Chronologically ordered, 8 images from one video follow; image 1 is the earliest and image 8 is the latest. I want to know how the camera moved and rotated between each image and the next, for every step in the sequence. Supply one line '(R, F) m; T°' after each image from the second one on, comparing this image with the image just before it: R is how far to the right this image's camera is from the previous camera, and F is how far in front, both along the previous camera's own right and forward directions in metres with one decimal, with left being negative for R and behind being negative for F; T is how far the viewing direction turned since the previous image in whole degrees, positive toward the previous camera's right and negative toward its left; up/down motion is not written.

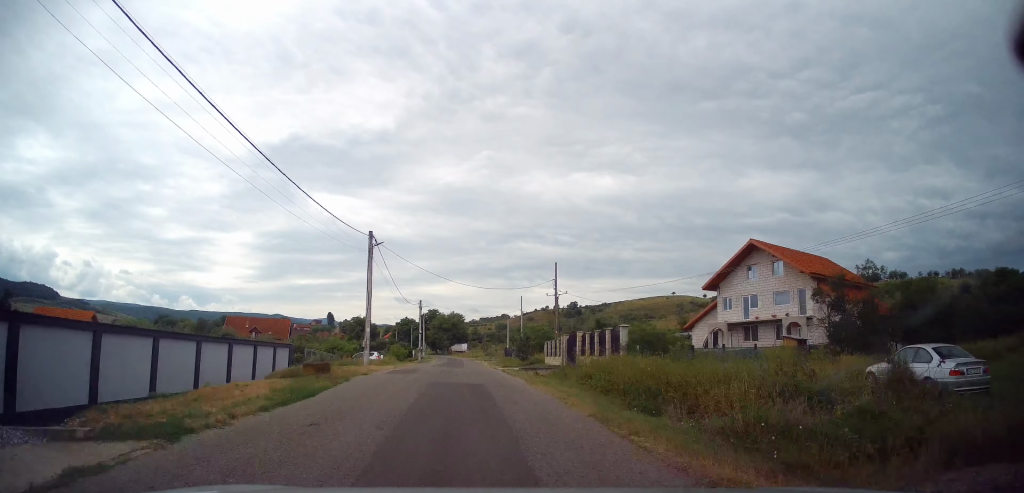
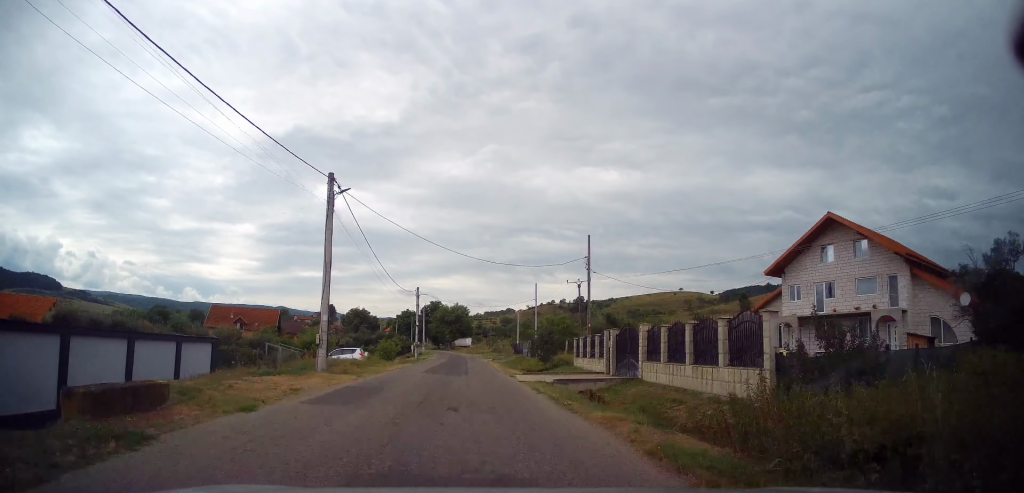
(0.0, +8.5) m; 0°
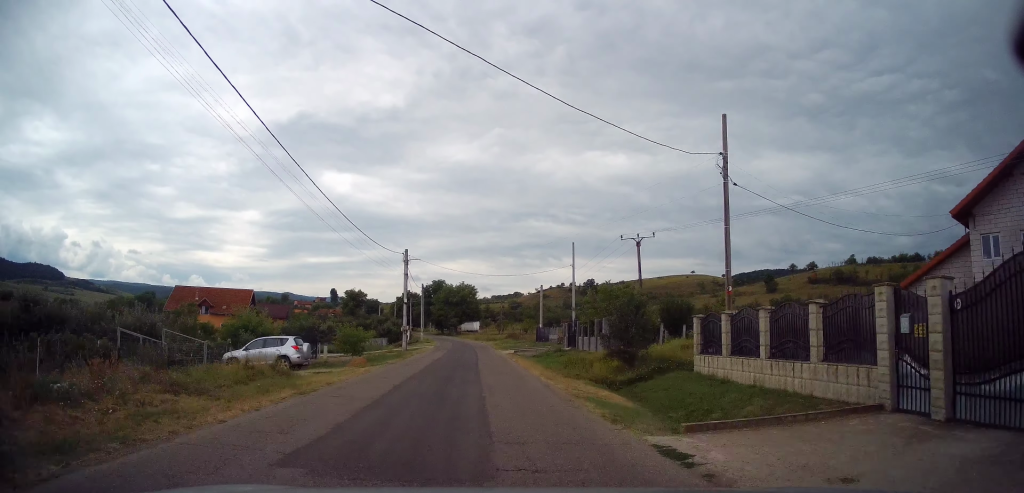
(0.0, +13.2) m; -1°
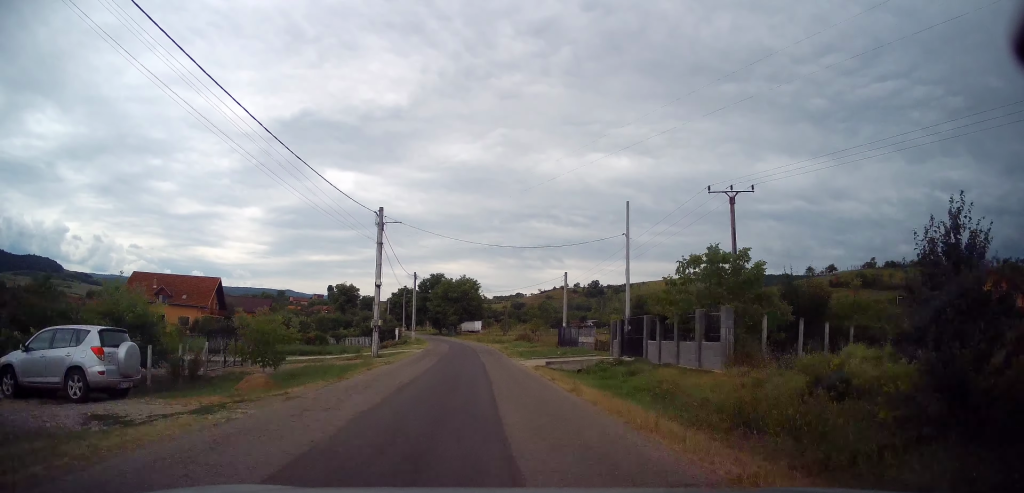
(-0.2, +10.7) m; -2°
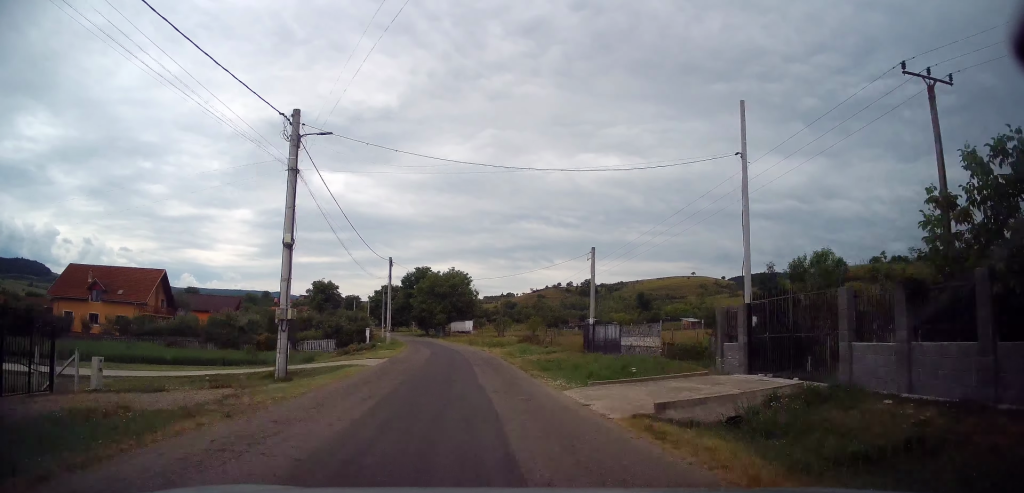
(-0.1, +12.2) m; 0°
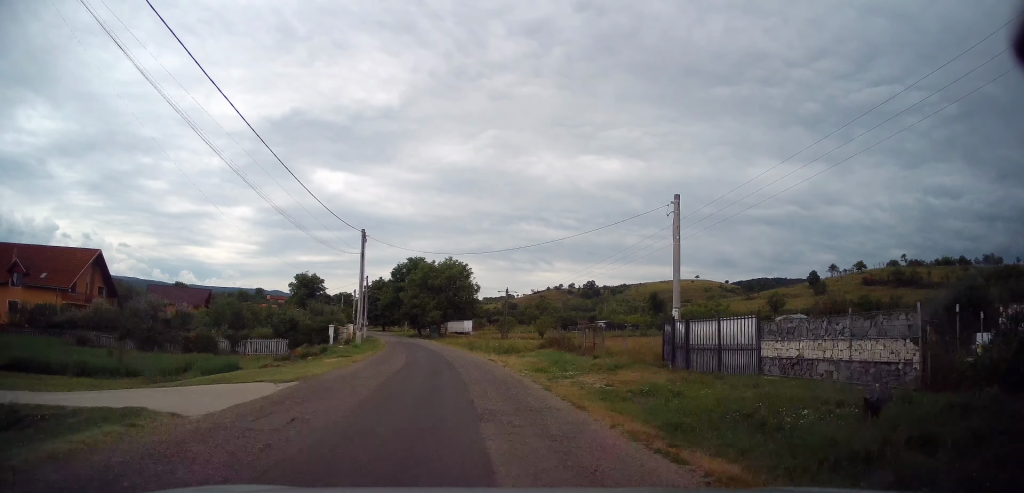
(+0.2, +14.7) m; 0°
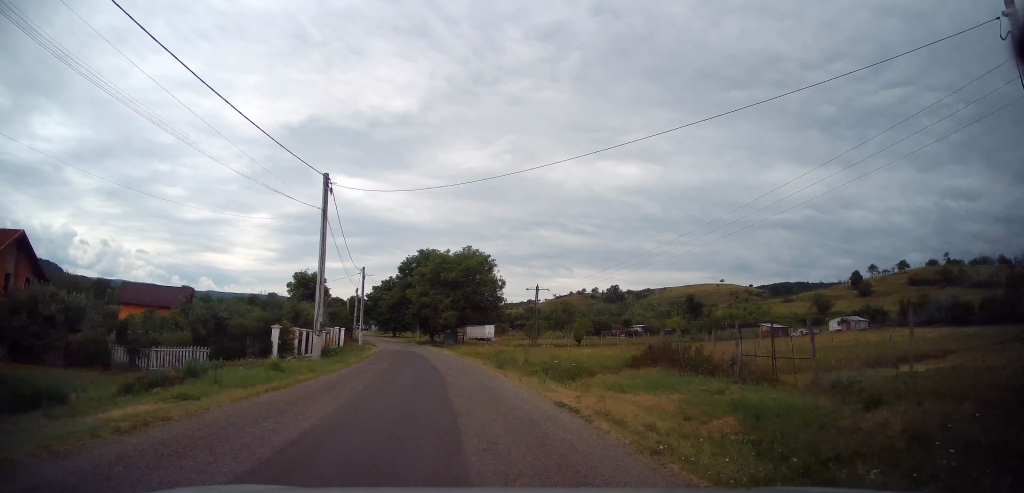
(-0.2, +18.6) m; -1°
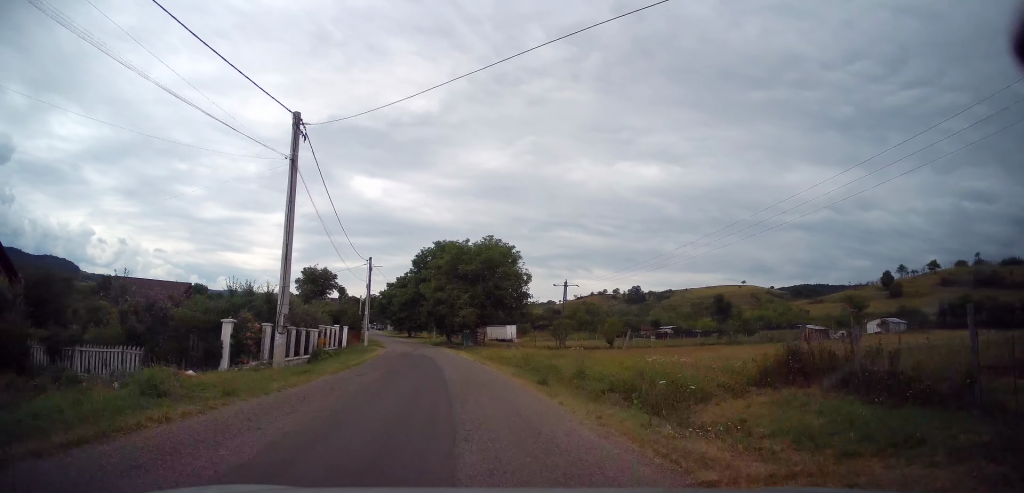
(+0.3, +9.6) m; -1°
